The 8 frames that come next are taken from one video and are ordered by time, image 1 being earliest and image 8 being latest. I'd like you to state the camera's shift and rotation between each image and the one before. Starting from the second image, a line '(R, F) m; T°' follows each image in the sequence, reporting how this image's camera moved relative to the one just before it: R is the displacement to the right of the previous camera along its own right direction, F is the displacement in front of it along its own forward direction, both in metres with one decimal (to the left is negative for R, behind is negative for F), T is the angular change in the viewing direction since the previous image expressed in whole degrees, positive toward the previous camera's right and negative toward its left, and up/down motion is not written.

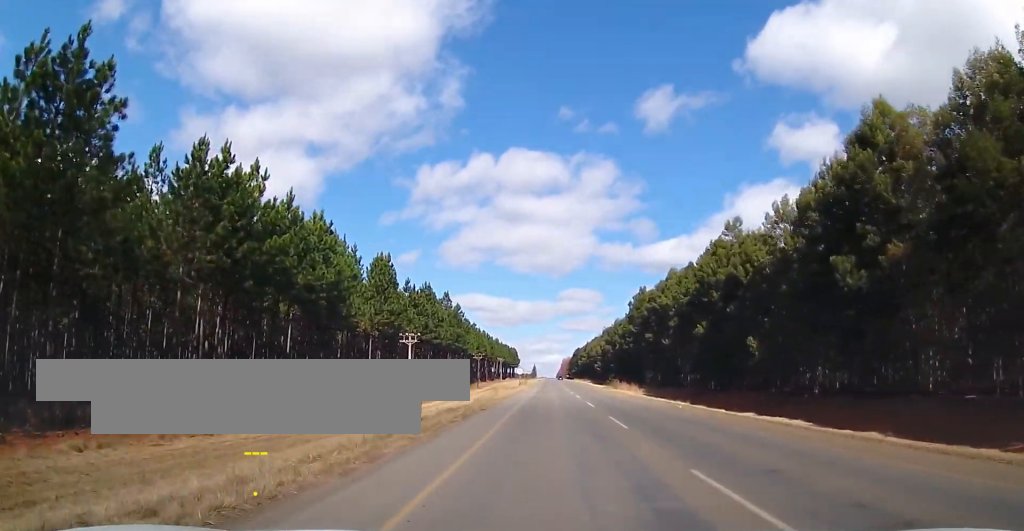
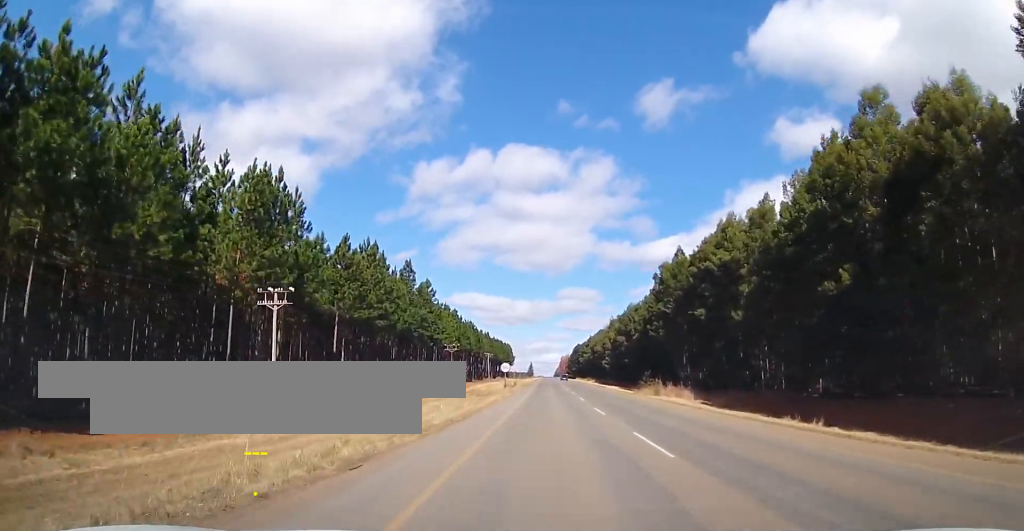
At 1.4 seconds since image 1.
(0.0, +30.3) m; +1°
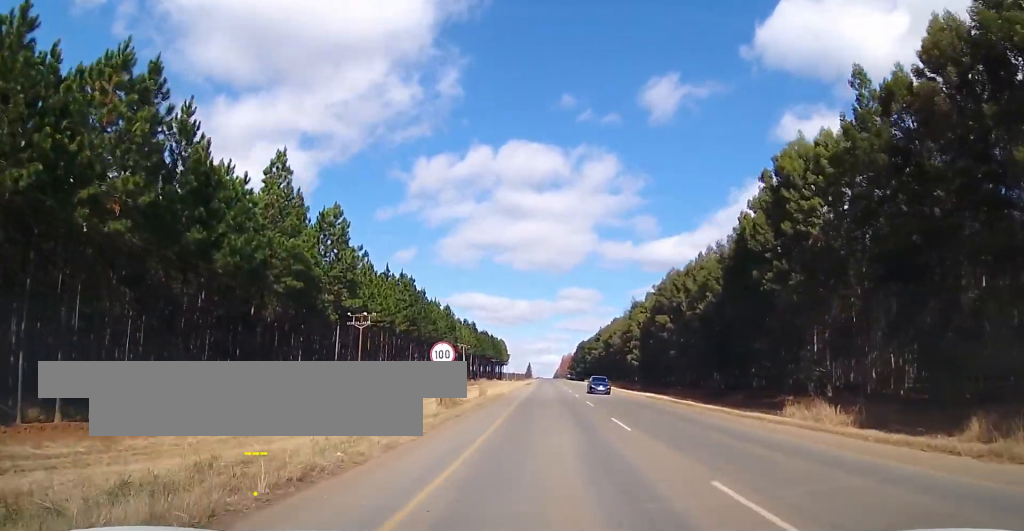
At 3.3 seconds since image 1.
(+0.1, +43.5) m; 0°
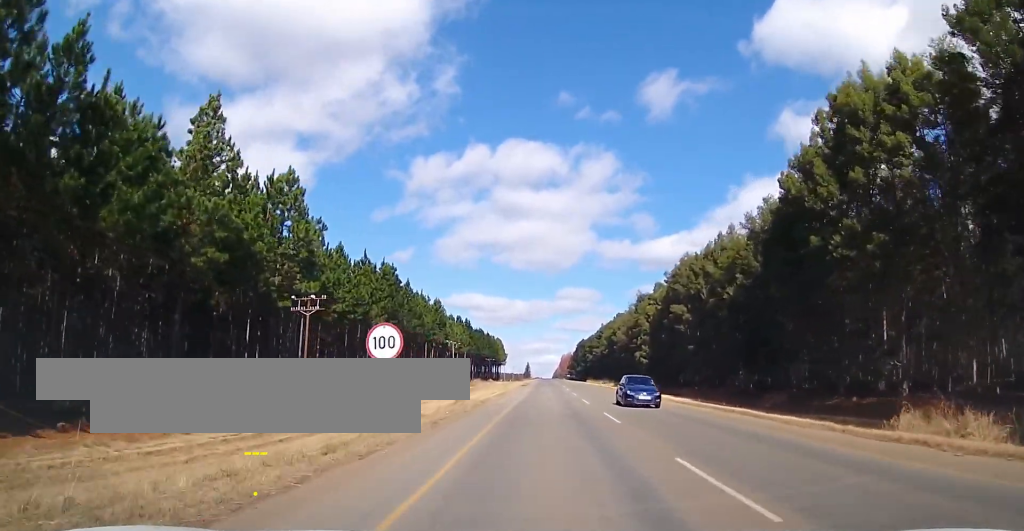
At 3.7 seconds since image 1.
(+0.2, +10.1) m; 0°
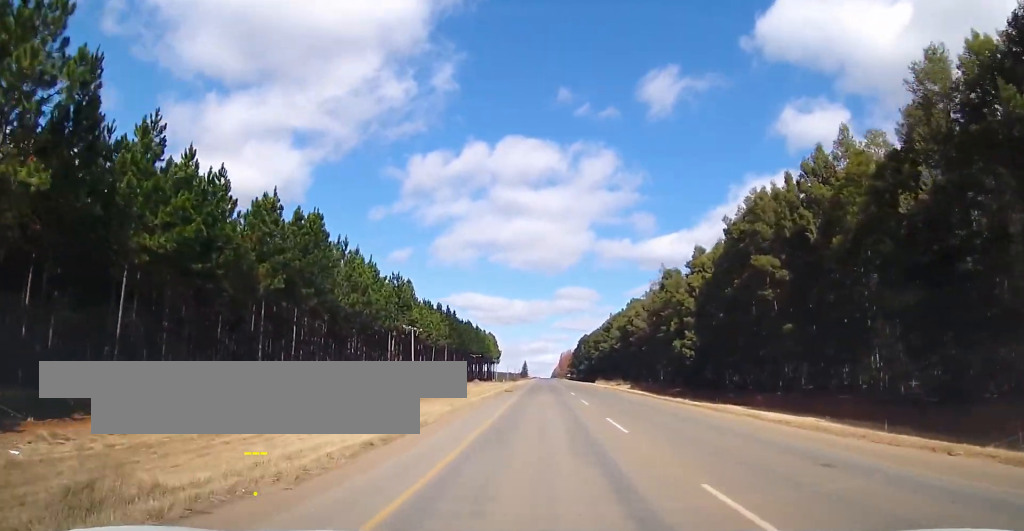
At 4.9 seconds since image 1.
(-0.3, +27.0) m; -1°
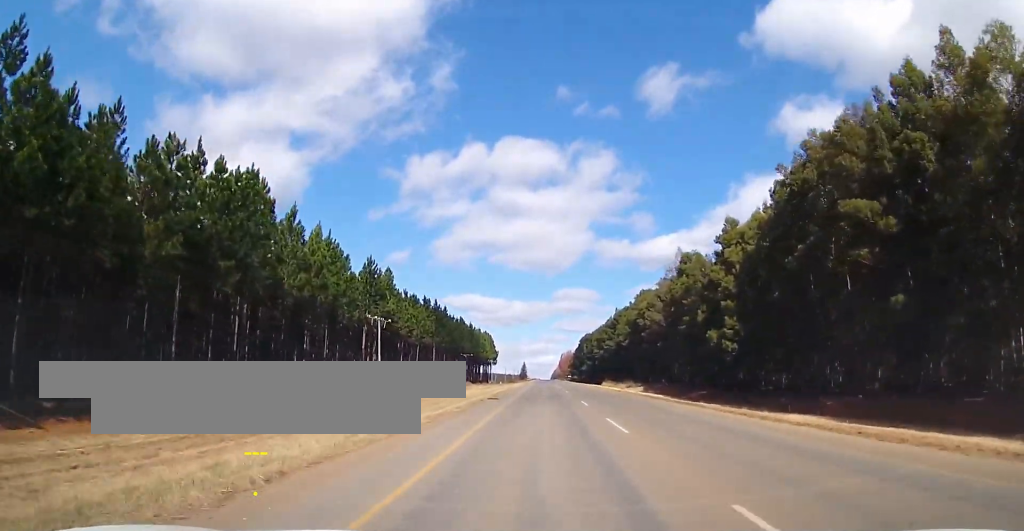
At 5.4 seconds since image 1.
(0.0, +13.1) m; 0°
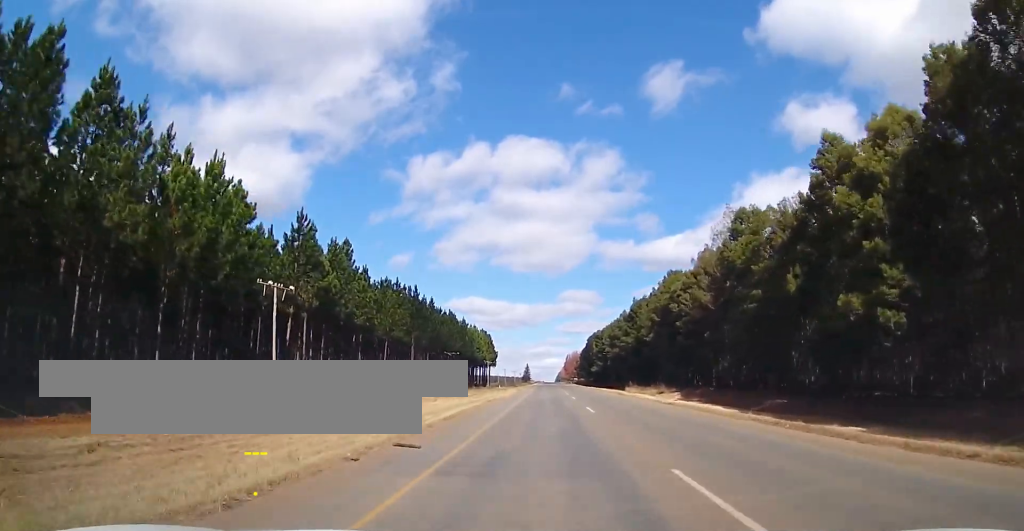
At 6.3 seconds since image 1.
(+0.1, +21.7) m; 0°
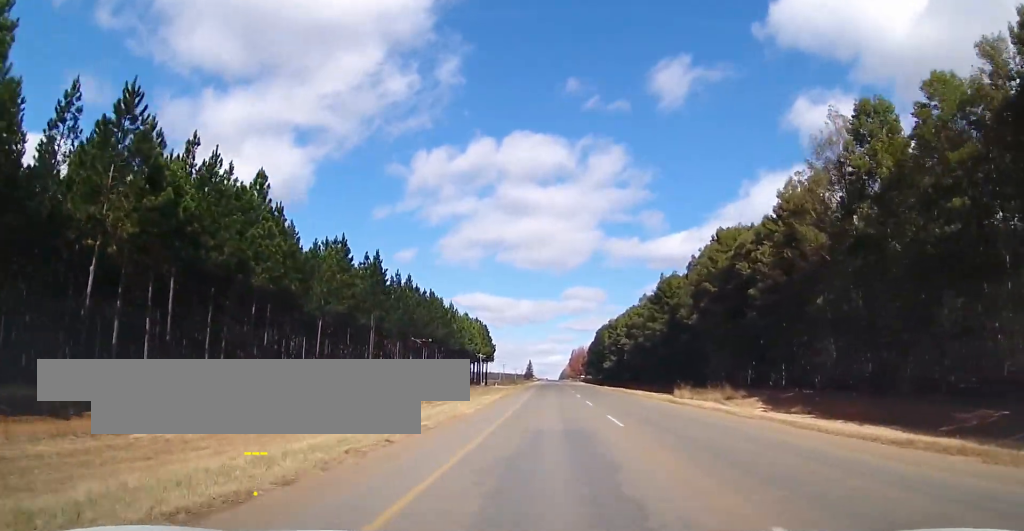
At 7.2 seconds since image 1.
(-0.1, +24.0) m; -1°
